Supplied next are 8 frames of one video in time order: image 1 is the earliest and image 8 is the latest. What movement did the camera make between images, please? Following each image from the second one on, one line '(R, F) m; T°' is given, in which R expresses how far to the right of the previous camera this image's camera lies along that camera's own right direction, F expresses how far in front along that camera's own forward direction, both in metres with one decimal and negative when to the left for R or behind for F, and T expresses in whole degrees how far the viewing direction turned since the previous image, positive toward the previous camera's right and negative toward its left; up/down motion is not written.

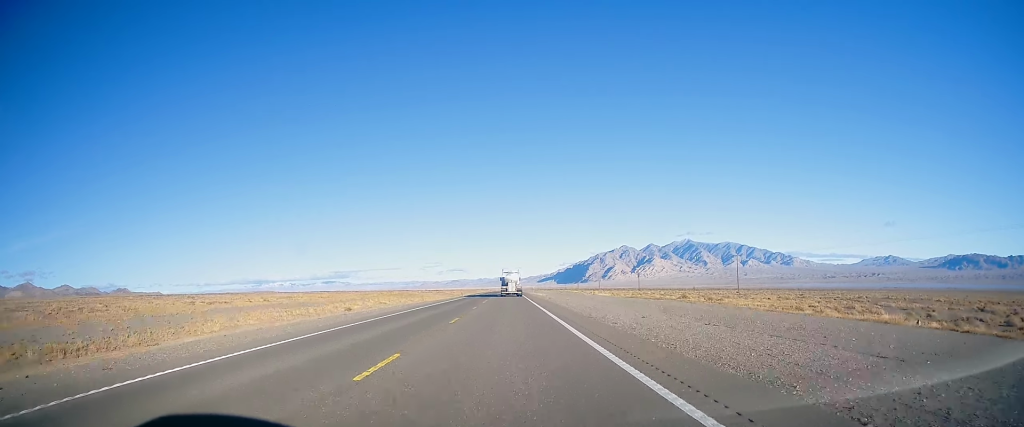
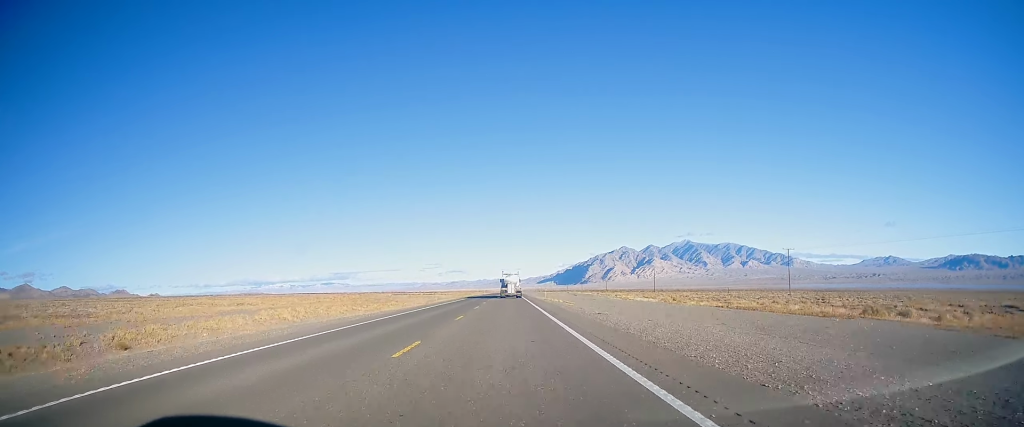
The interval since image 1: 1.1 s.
(-0.1, +33.5) m; 0°
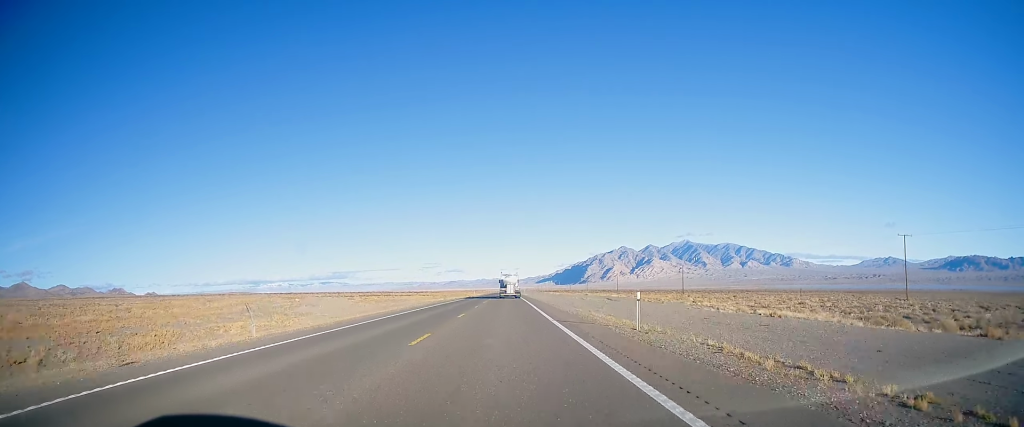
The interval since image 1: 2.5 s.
(+0.1, +46.5) m; 0°
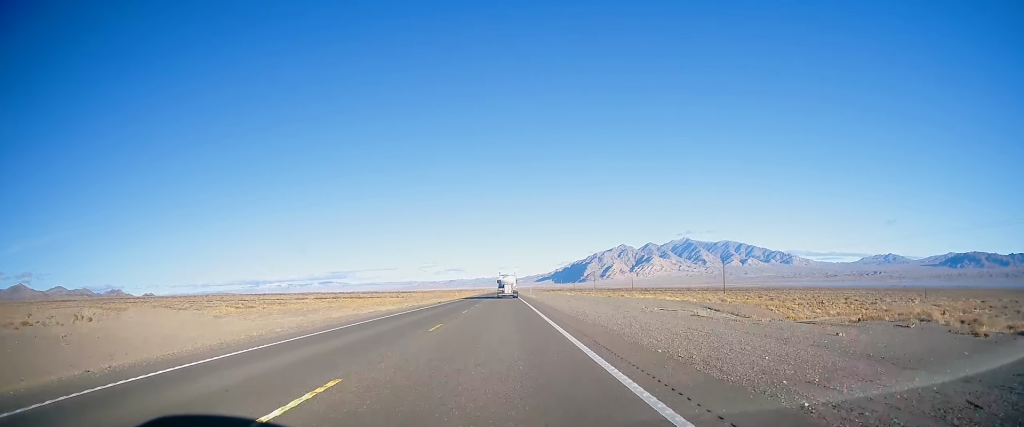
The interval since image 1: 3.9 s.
(0.0, +44.0) m; 0°
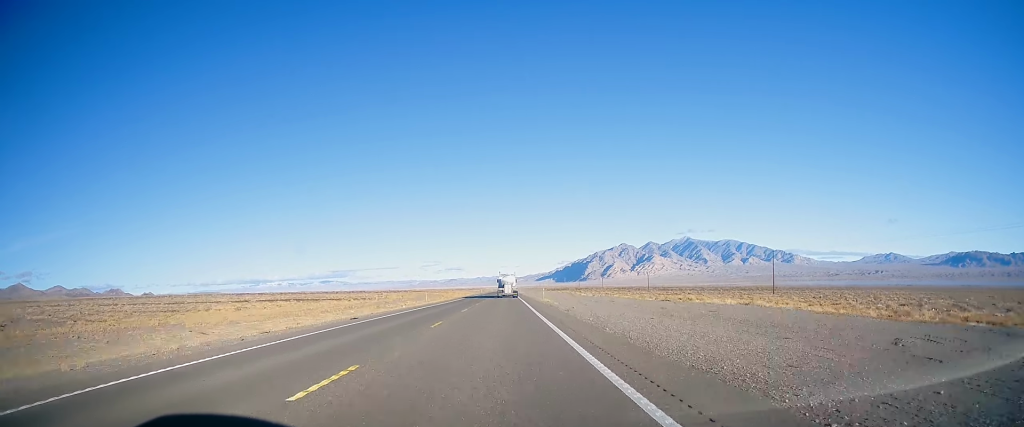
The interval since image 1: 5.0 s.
(+0.1, +34.5) m; 0°
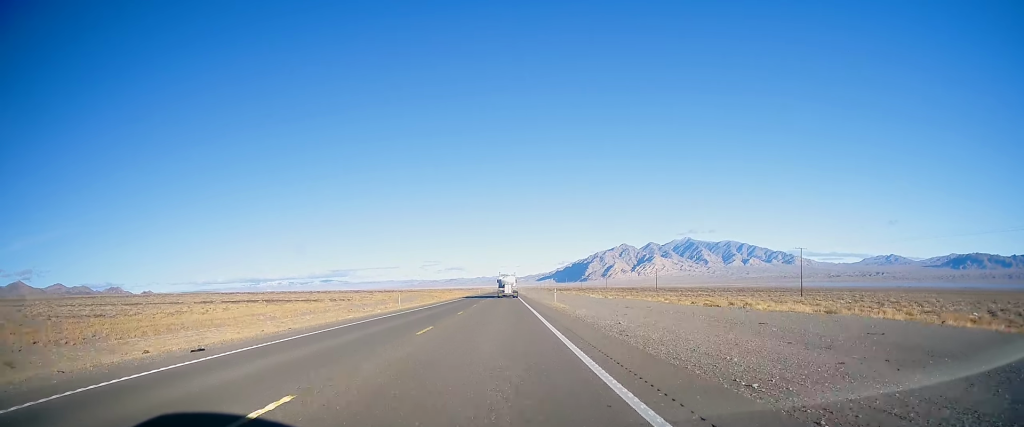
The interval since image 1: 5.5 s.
(0.0, +14.6) m; 0°
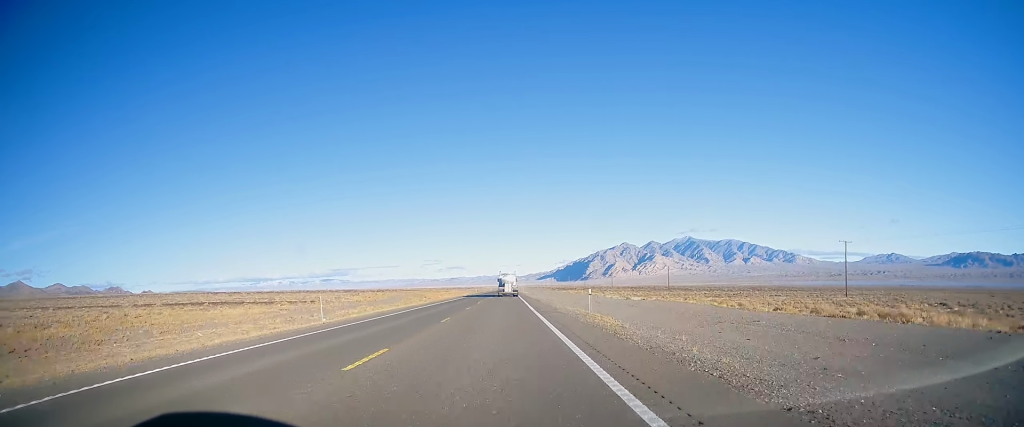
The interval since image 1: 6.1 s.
(-0.1, +18.8) m; 0°
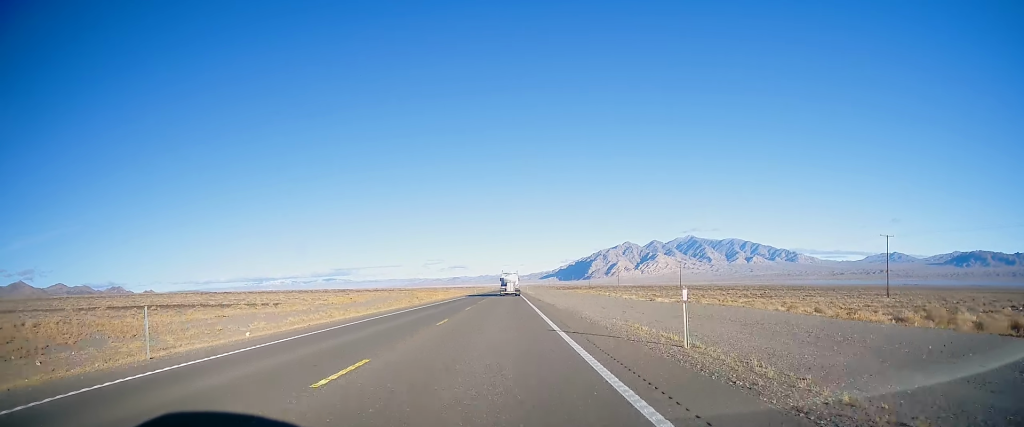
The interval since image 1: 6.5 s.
(0.0, +13.7) m; 0°
